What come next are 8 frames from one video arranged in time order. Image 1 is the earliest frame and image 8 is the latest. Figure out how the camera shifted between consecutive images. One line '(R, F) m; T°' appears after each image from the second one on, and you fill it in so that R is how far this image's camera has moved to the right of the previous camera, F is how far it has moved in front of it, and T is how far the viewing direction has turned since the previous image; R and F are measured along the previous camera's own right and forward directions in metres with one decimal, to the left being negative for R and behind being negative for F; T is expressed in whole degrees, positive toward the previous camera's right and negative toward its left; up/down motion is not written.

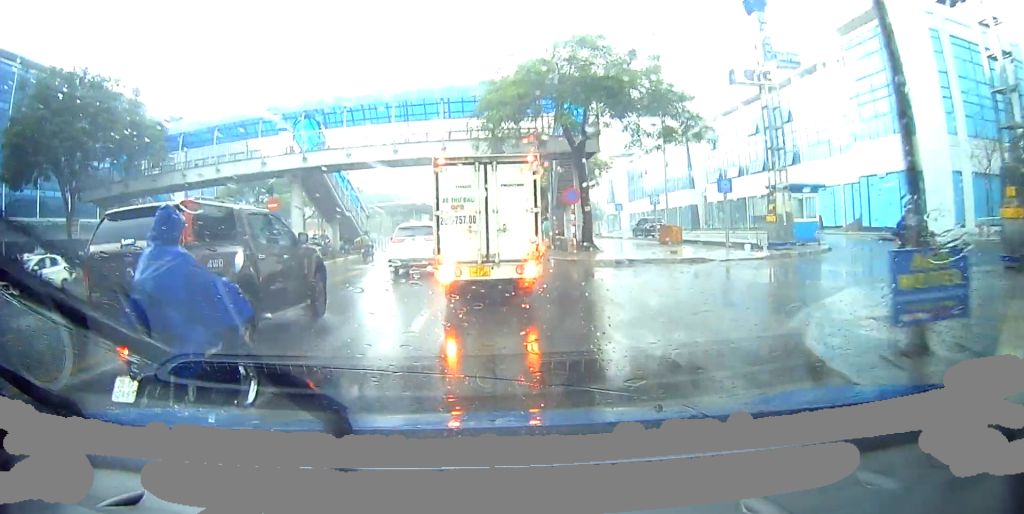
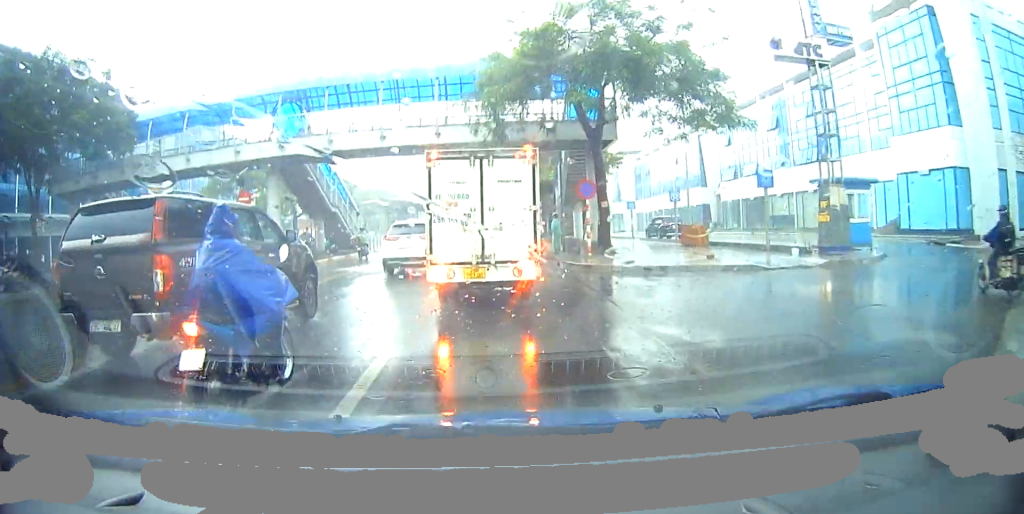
(0.0, +3.6) m; 0°
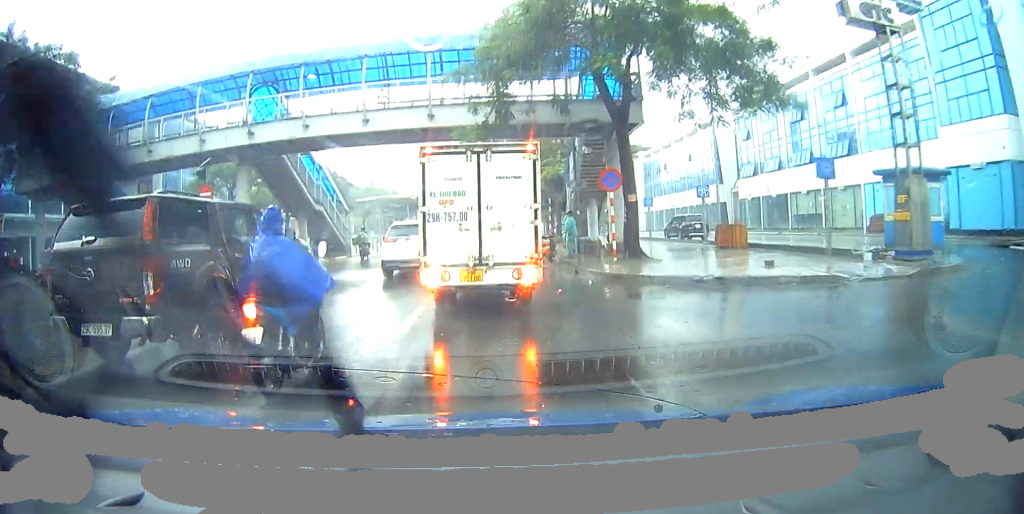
(0.0, +4.3) m; 0°
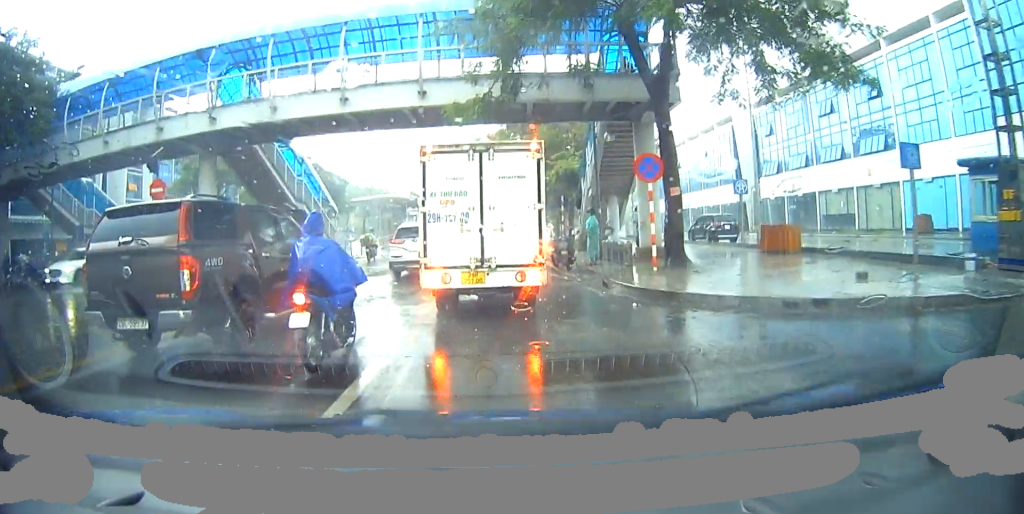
(0.0, +4.9) m; 0°
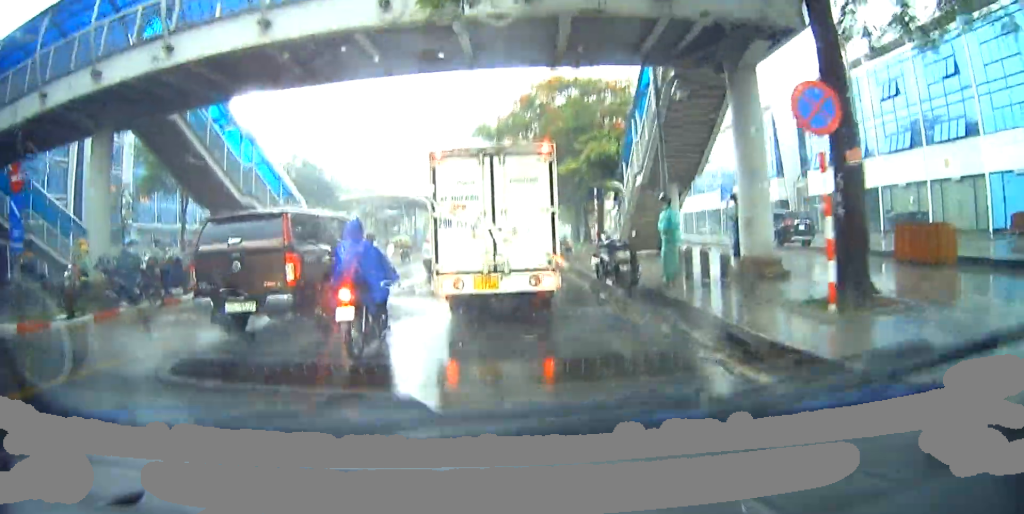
(0.0, +8.8) m; 0°
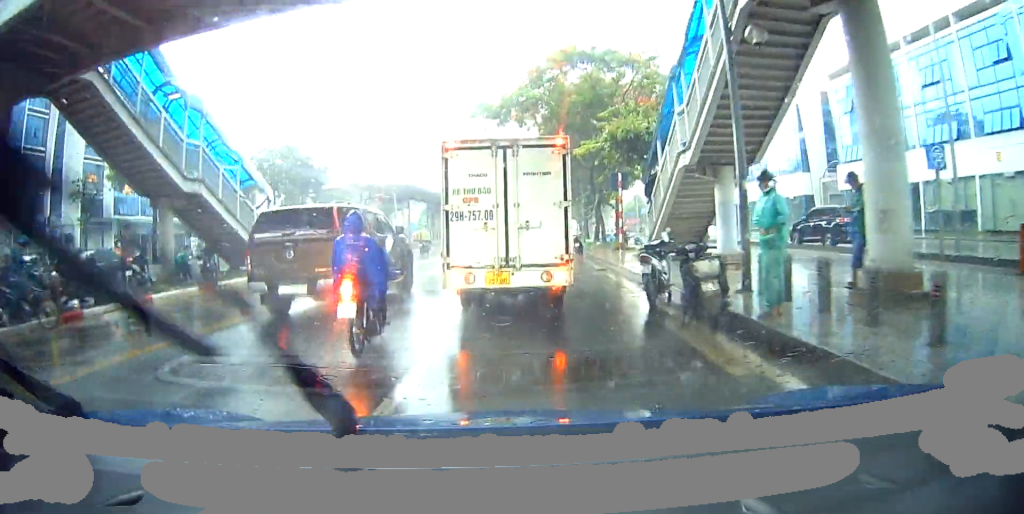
(0.0, +5.2) m; 0°
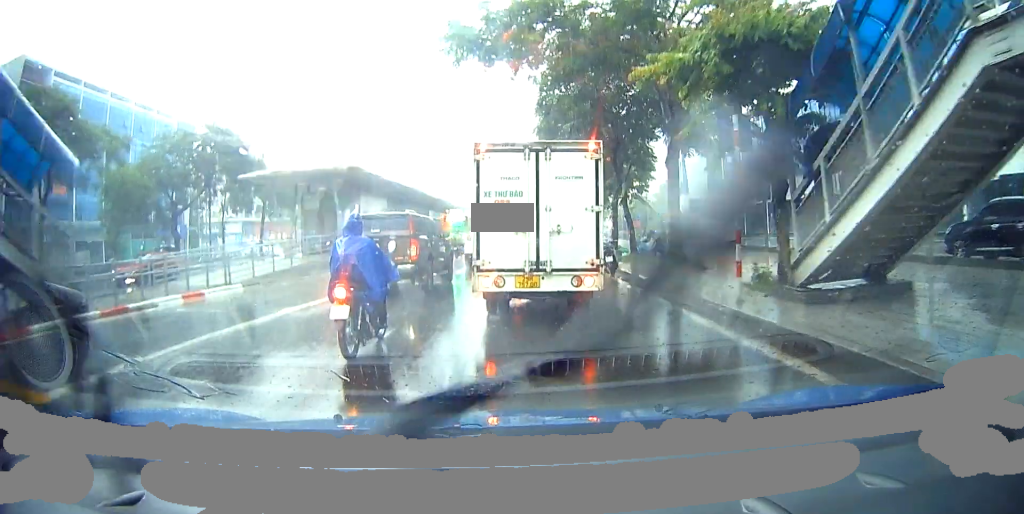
(0.0, +11.4) m; -2°
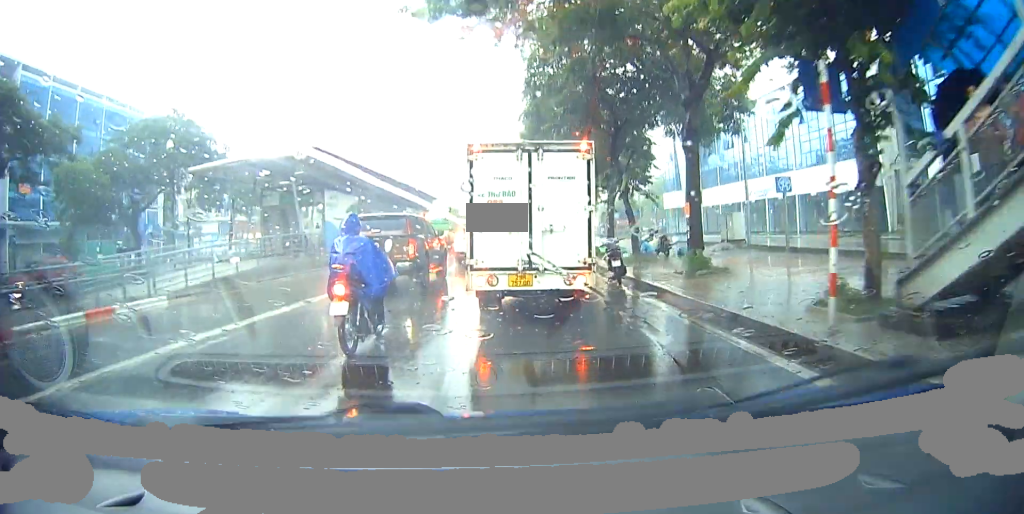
(0.0, +2.9) m; -2°
